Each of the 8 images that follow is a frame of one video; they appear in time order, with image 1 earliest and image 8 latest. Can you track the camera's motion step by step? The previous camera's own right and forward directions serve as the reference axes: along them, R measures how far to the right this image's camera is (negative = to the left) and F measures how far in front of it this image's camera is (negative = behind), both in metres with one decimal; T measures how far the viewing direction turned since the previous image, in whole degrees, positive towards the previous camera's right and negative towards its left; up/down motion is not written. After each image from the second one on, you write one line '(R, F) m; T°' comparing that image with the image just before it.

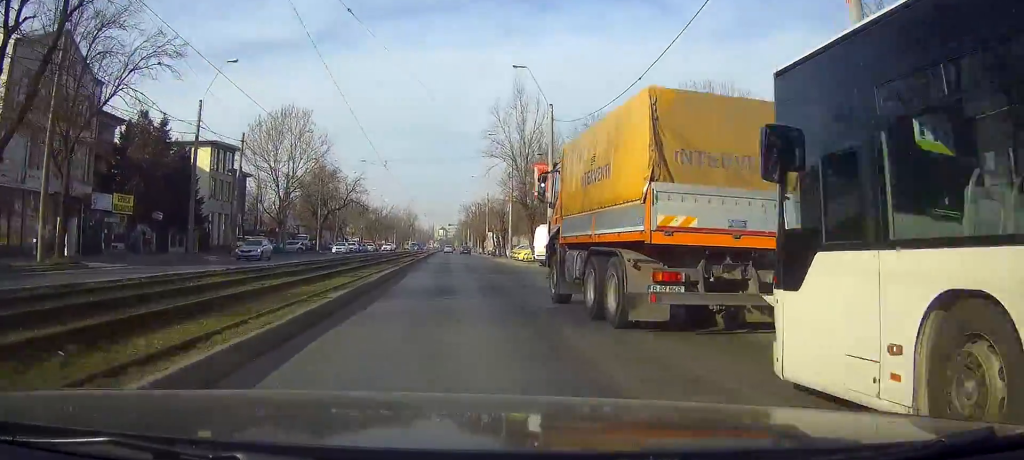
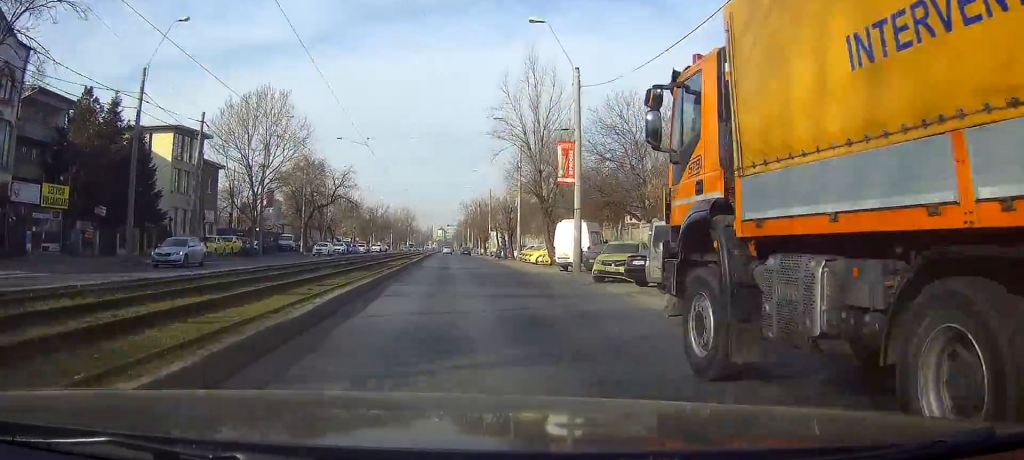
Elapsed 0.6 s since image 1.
(0.0, +8.9) m; 0°
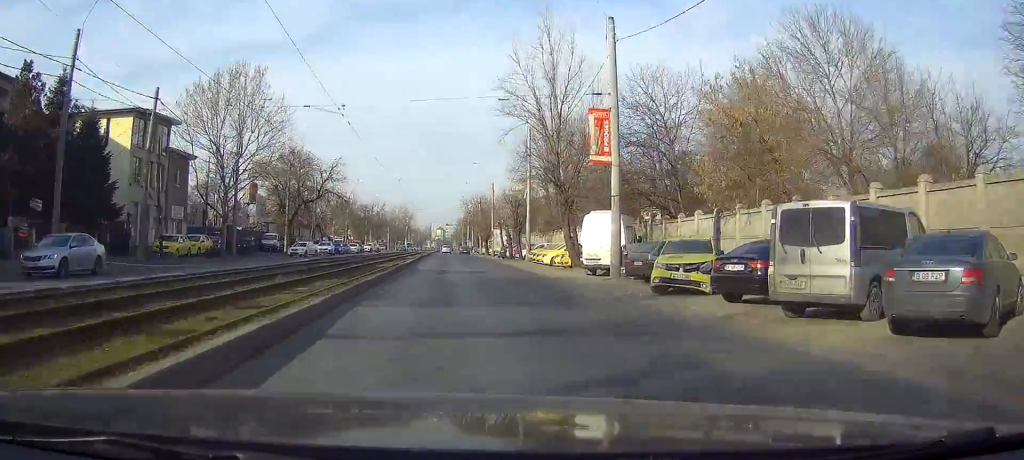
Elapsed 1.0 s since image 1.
(0.0, +7.5) m; 0°
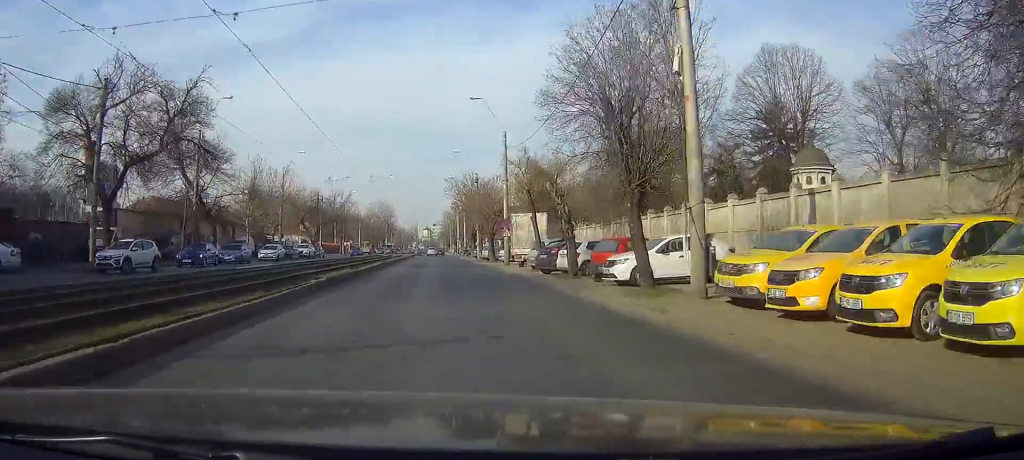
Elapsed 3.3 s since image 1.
(+0.6, +37.8) m; +1°
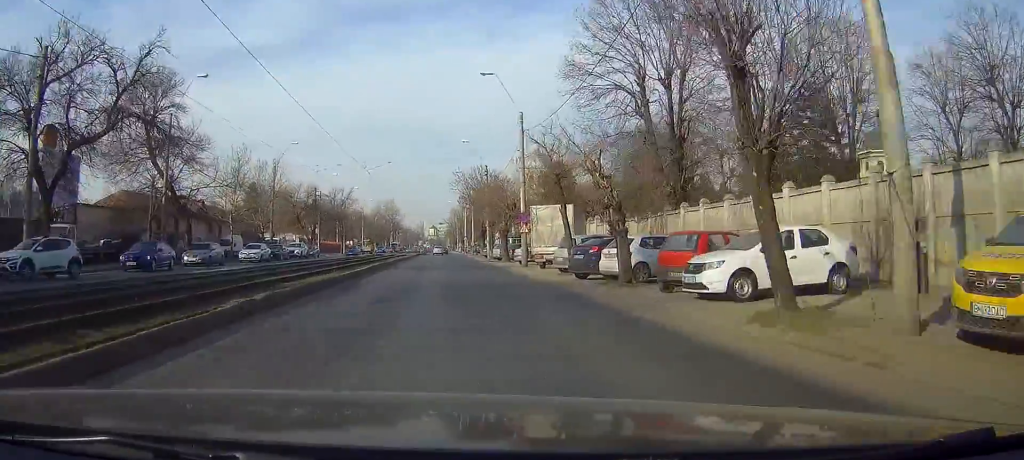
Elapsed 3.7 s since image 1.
(-0.1, +6.7) m; -1°
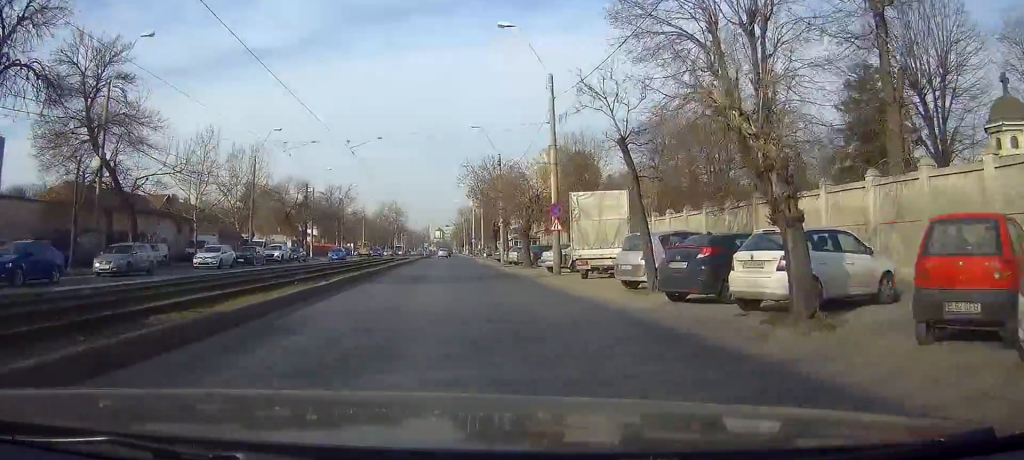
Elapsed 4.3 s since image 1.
(0.0, +9.4) m; -1°
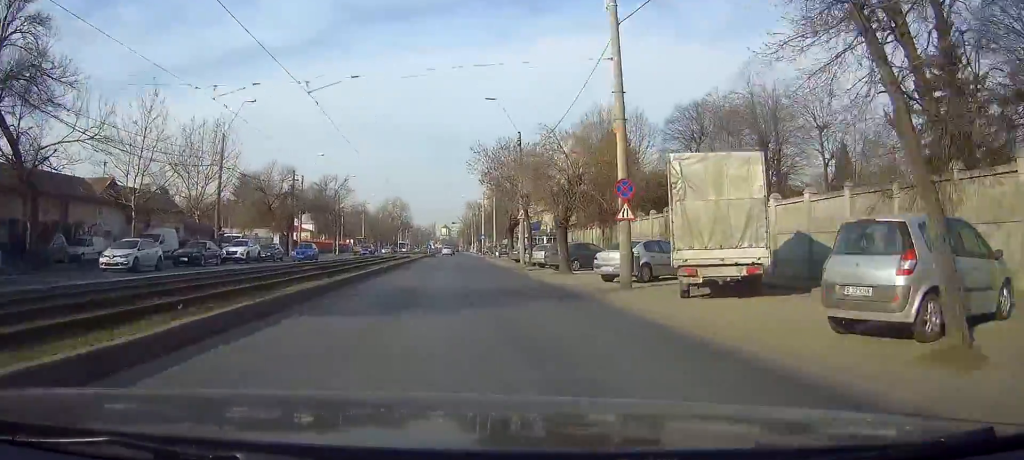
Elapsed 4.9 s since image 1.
(-0.1, +10.5) m; -1°
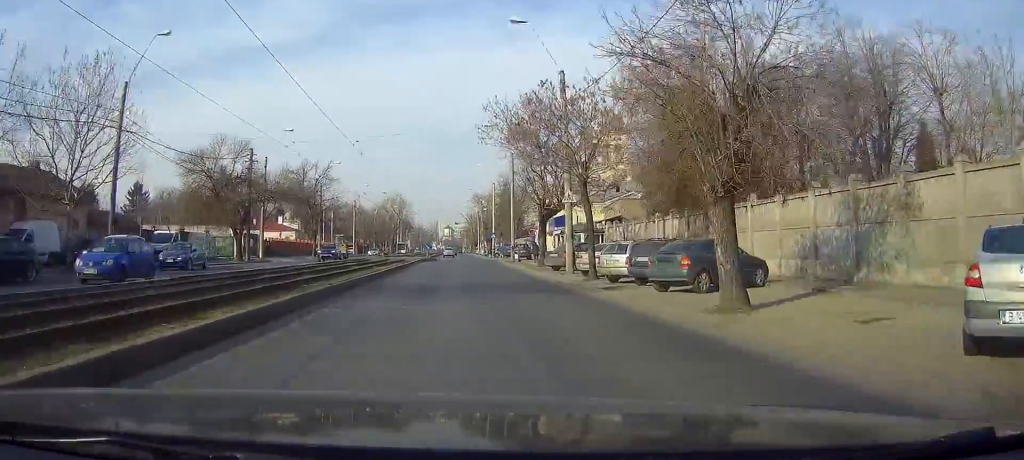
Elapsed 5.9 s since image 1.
(-0.1, +16.2) m; -1°
